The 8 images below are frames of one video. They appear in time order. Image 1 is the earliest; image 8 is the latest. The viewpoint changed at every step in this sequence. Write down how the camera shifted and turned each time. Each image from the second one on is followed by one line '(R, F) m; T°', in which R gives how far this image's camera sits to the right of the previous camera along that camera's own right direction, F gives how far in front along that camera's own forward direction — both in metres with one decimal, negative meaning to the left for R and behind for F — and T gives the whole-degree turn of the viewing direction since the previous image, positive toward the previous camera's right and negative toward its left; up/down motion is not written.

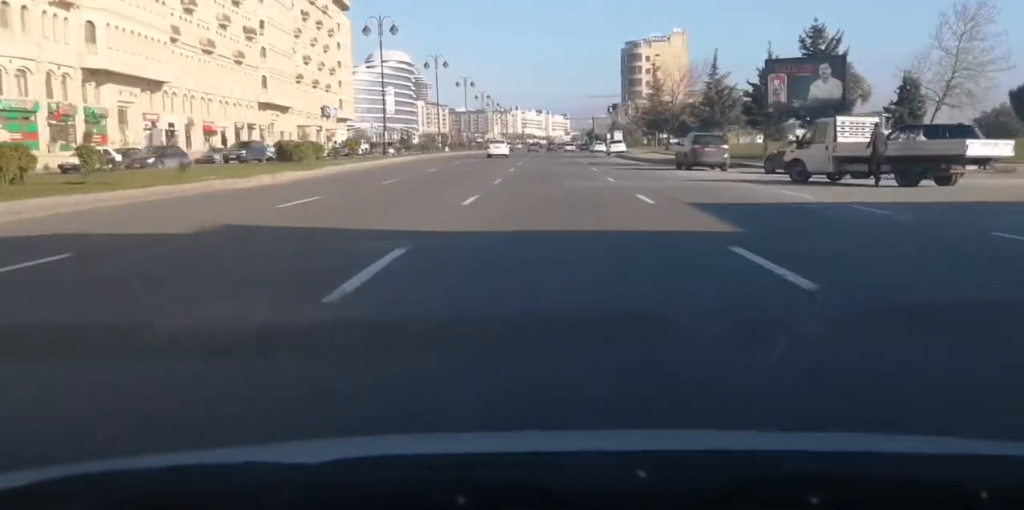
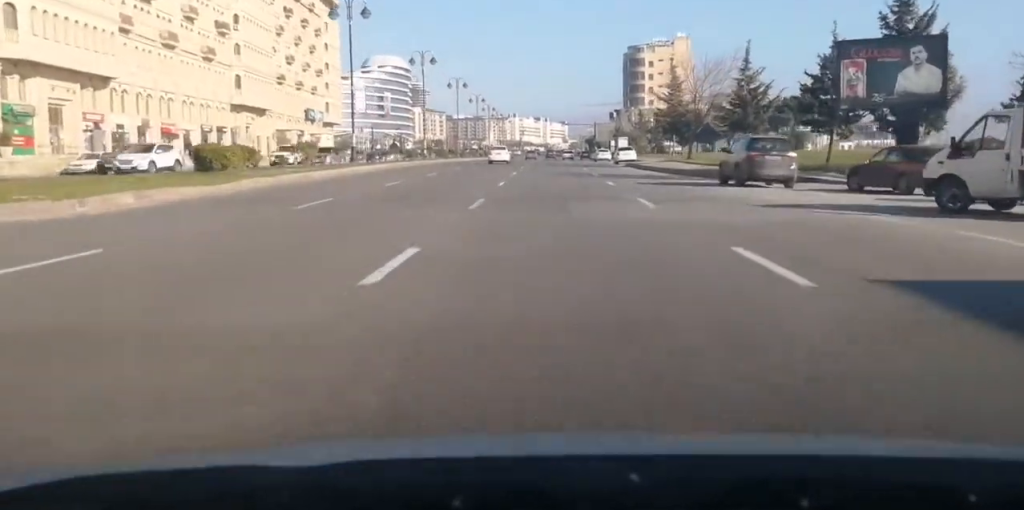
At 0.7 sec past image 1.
(0.0, +11.9) m; 0°
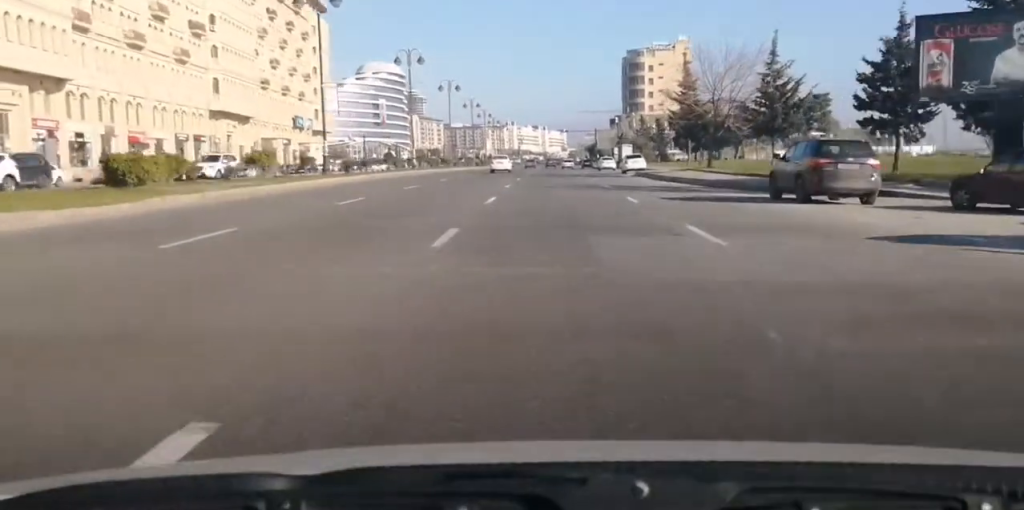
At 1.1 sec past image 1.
(0.0, +7.8) m; 0°
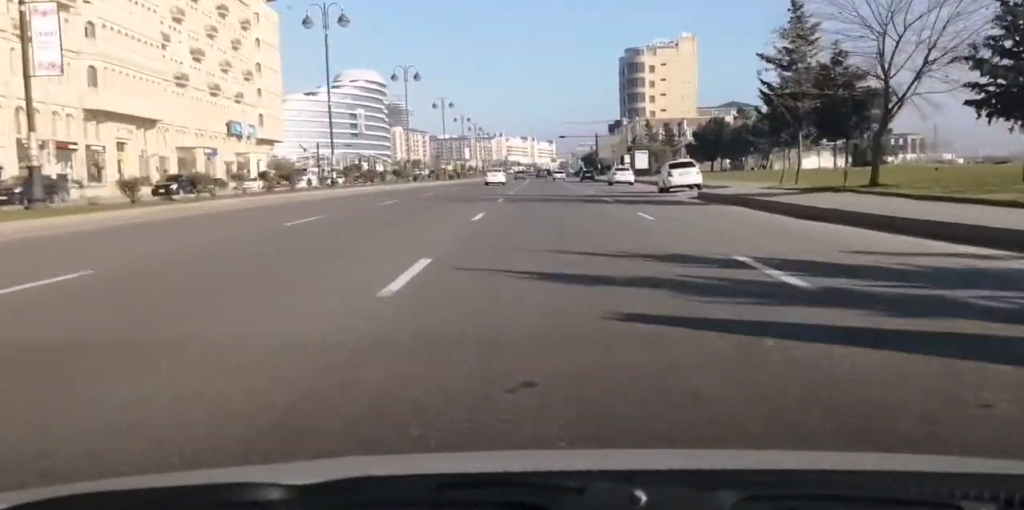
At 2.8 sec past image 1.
(-0.7, +29.0) m; -3°
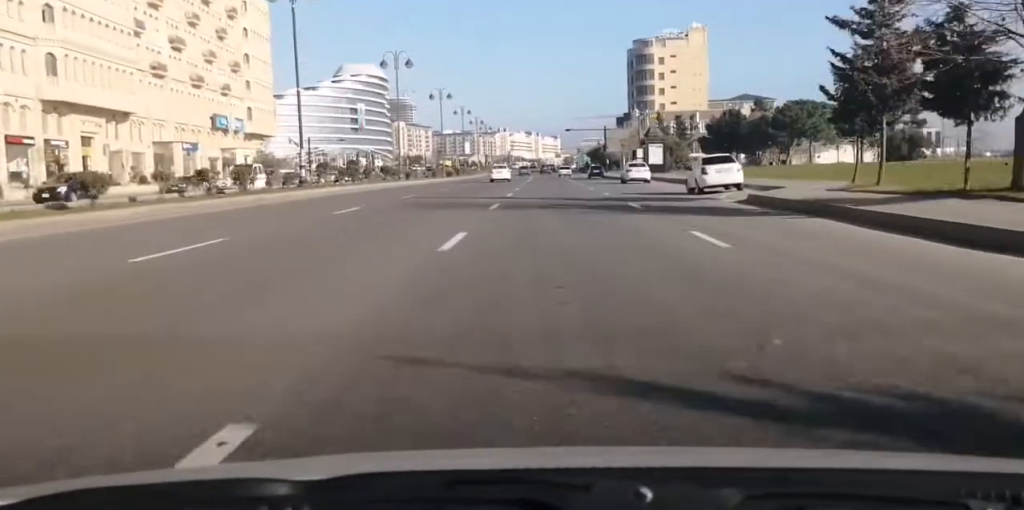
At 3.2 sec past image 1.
(0.0, +7.8) m; 0°
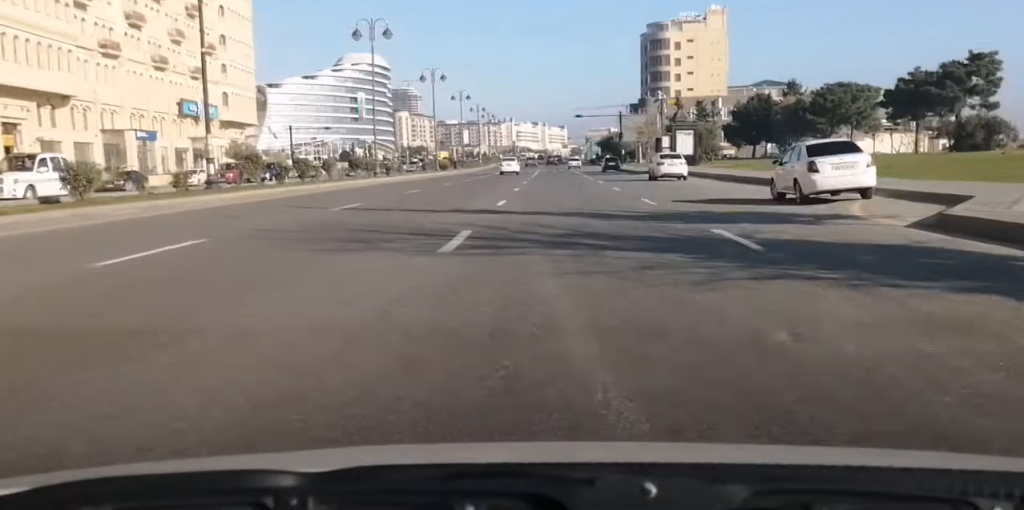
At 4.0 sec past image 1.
(0.0, +13.7) m; +1°
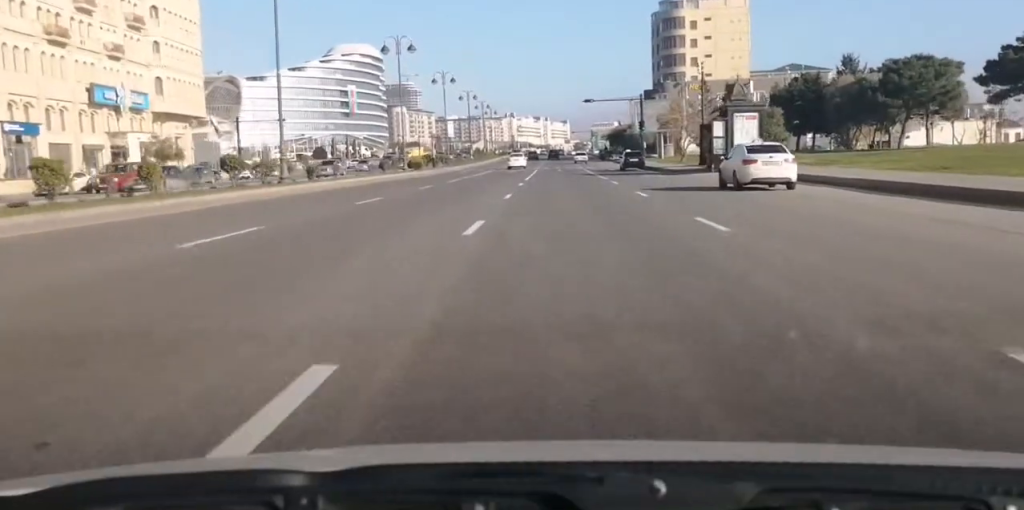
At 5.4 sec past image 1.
(+0.9, +22.6) m; +4°
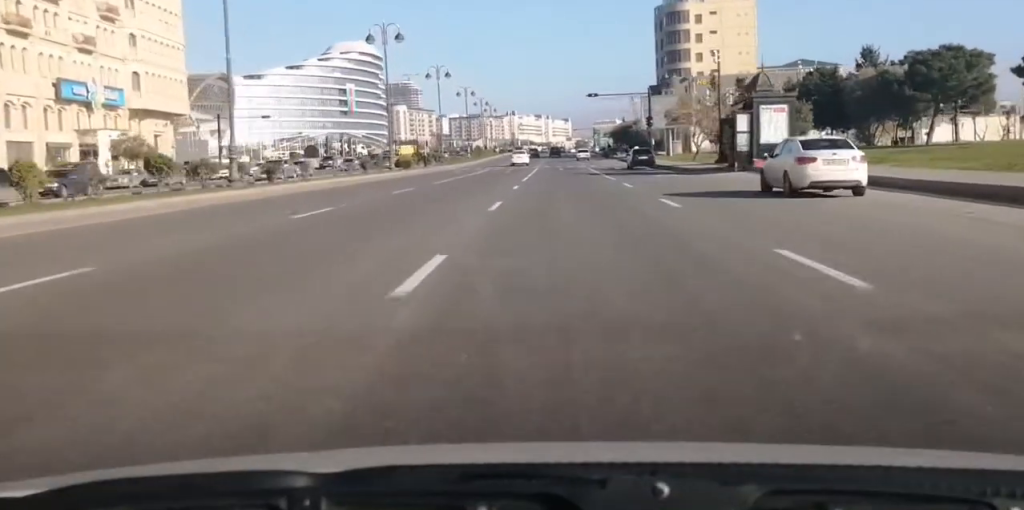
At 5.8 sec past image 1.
(+0.1, +6.8) m; +1°
